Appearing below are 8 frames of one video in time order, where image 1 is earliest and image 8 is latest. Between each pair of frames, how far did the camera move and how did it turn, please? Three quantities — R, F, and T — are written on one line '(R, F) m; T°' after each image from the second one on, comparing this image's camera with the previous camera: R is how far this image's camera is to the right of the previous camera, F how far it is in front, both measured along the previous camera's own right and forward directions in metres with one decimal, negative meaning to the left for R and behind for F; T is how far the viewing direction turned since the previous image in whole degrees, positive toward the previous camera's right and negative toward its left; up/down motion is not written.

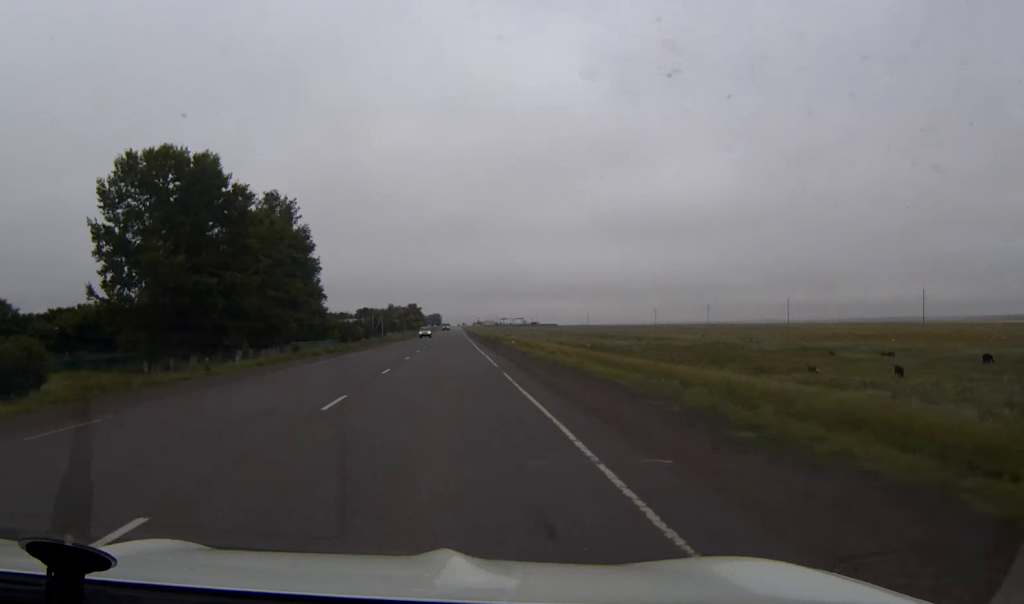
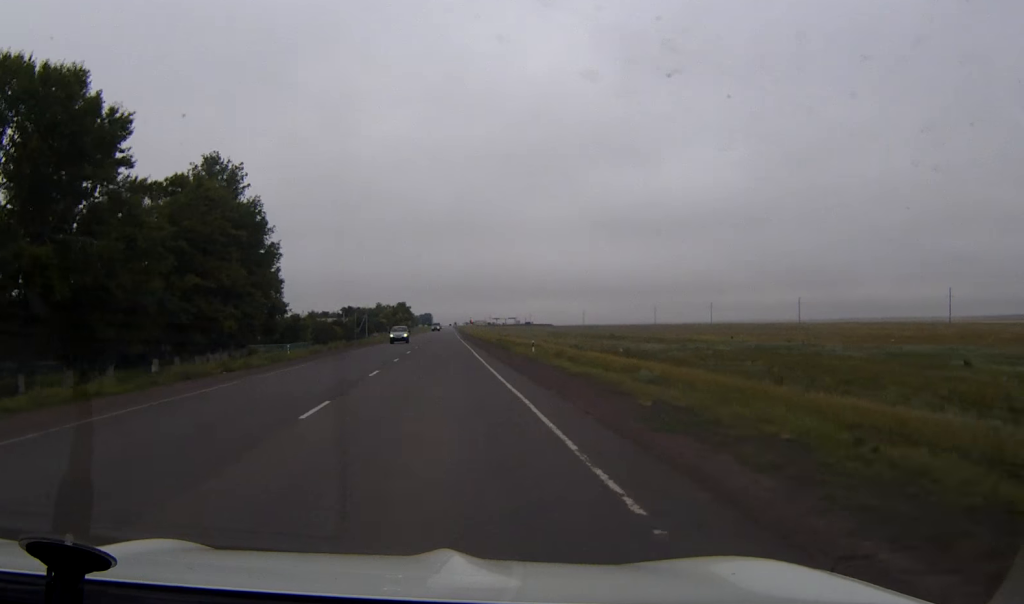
(0.0, +26.0) m; 0°
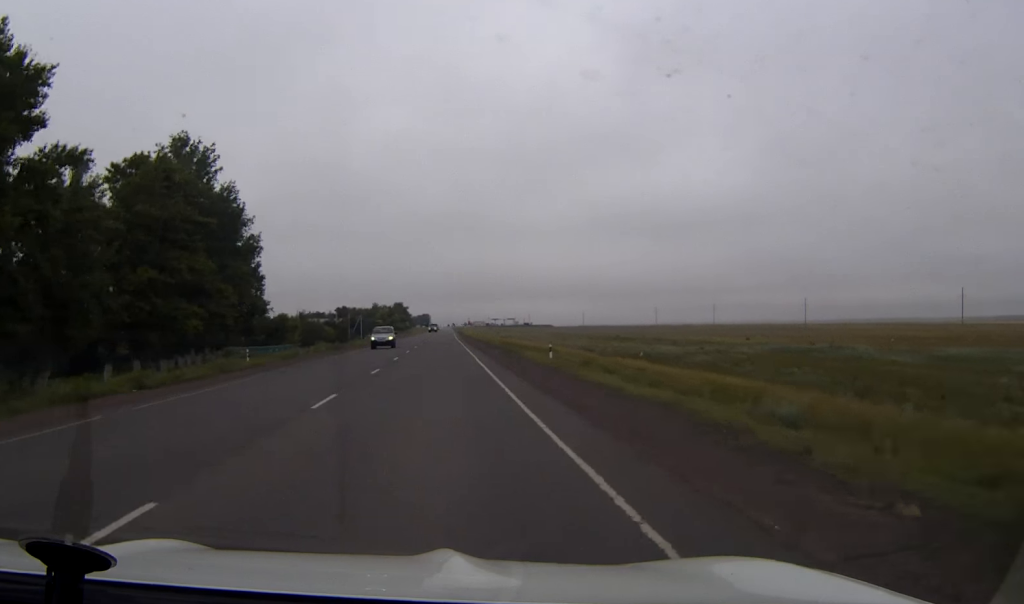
(0.0, +10.3) m; 0°
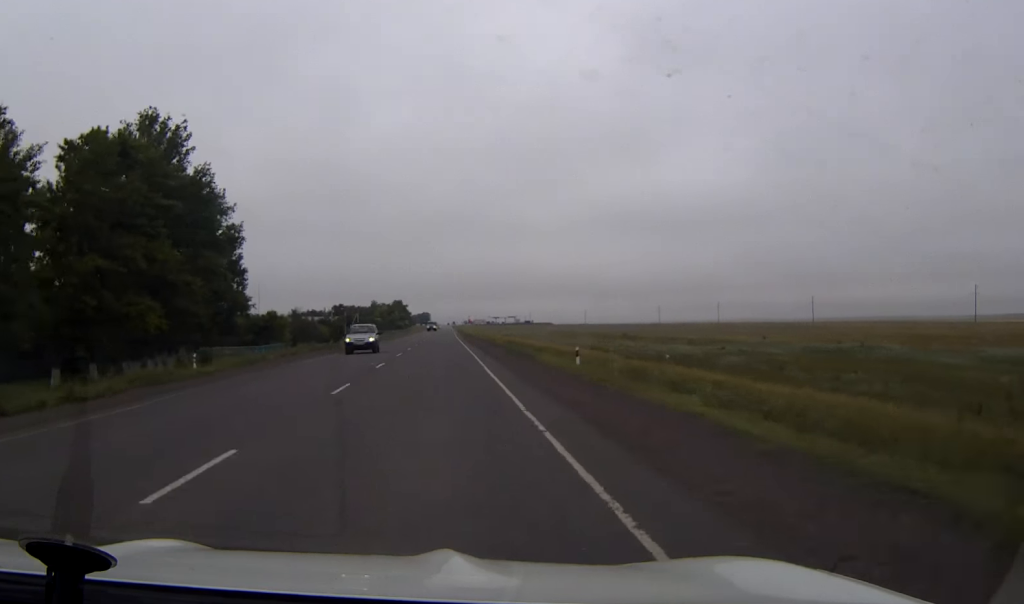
(0.0, +9.1) m; 0°
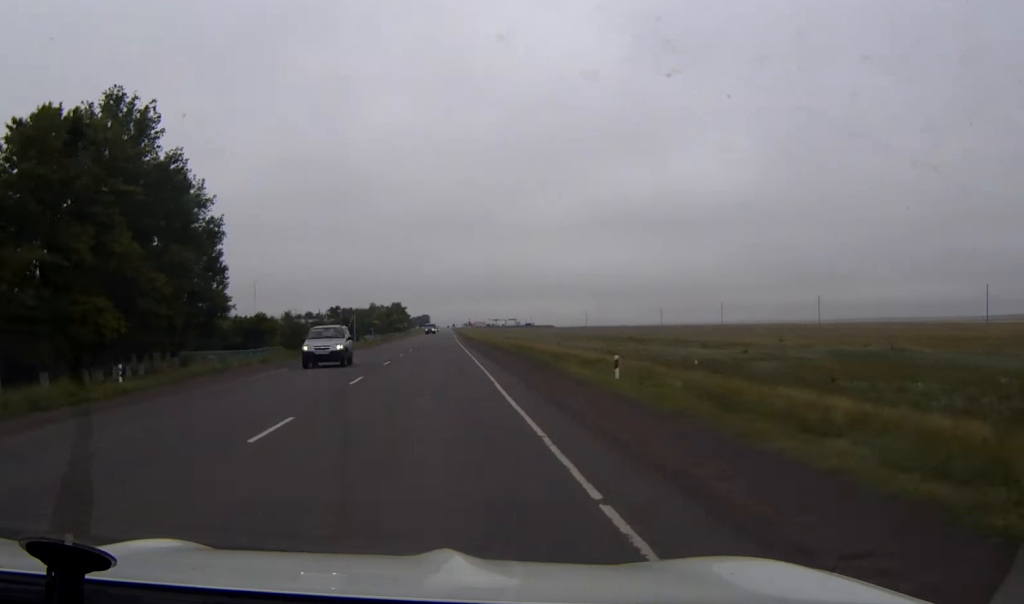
(0.0, +7.5) m; 0°
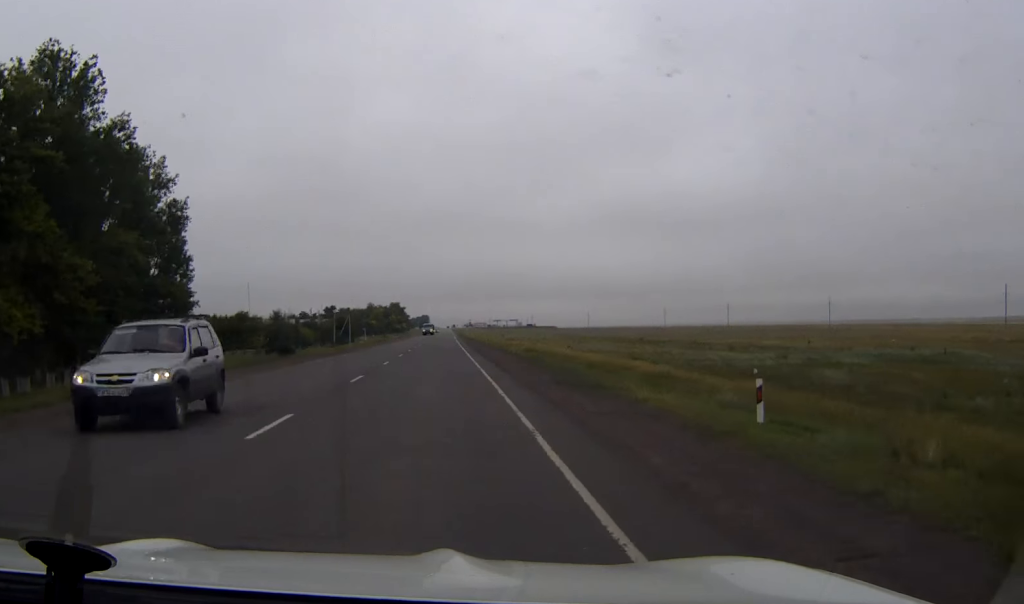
(0.0, +11.8) m; 0°
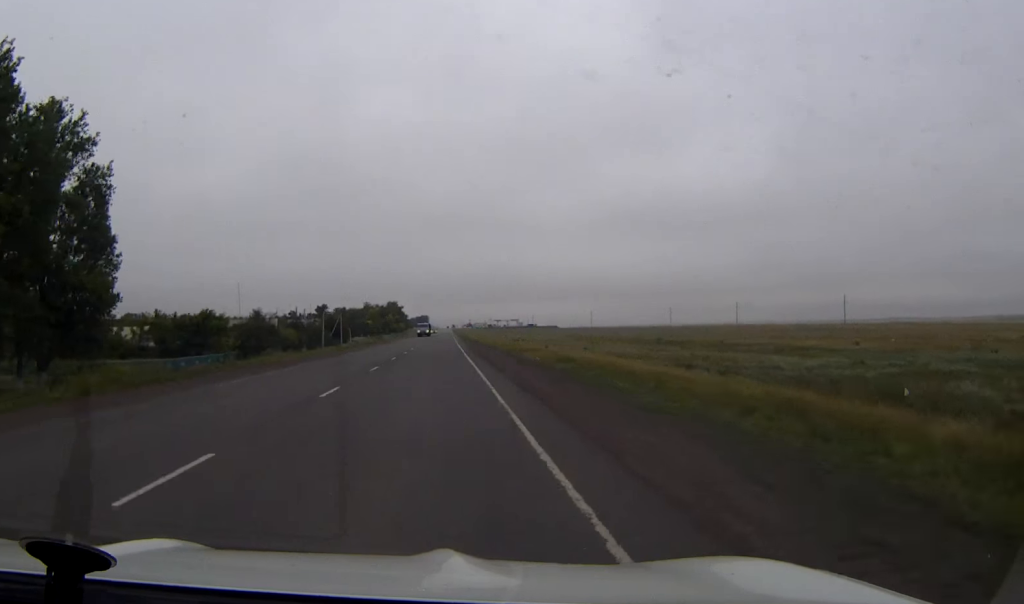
(0.0, +17.0) m; 0°
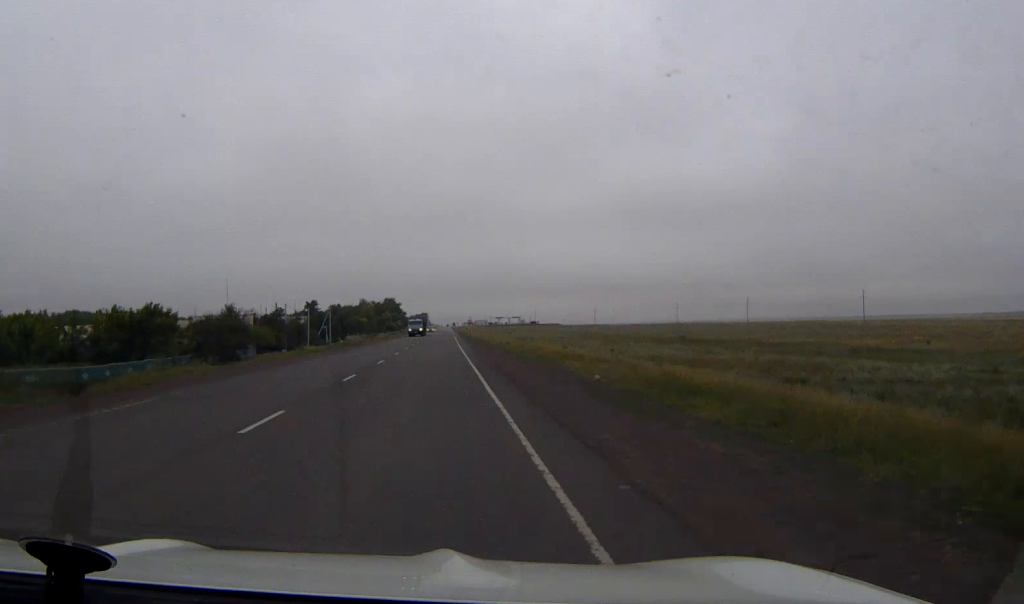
(0.0, +19.3) m; 0°
